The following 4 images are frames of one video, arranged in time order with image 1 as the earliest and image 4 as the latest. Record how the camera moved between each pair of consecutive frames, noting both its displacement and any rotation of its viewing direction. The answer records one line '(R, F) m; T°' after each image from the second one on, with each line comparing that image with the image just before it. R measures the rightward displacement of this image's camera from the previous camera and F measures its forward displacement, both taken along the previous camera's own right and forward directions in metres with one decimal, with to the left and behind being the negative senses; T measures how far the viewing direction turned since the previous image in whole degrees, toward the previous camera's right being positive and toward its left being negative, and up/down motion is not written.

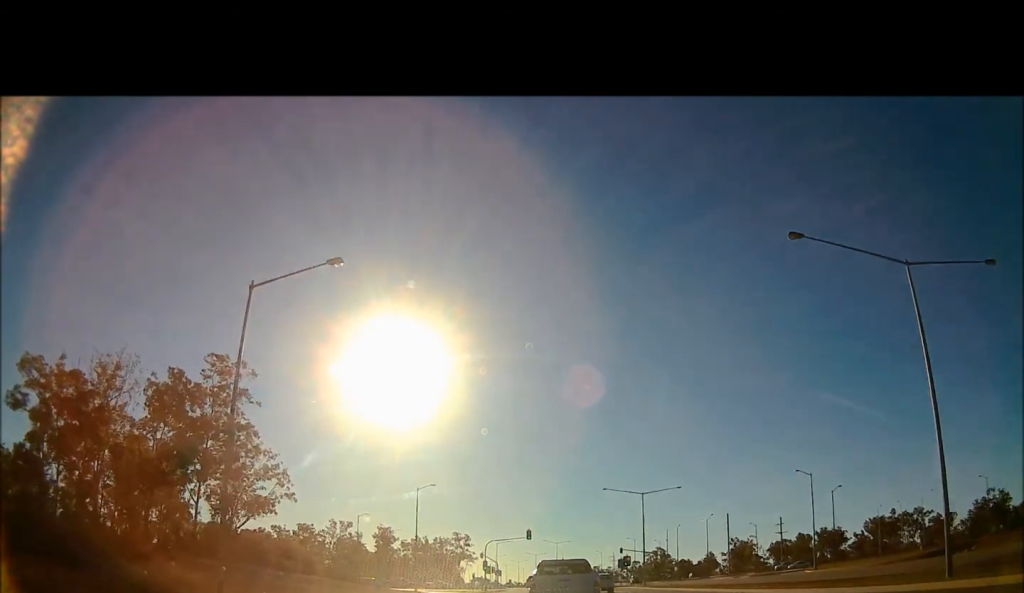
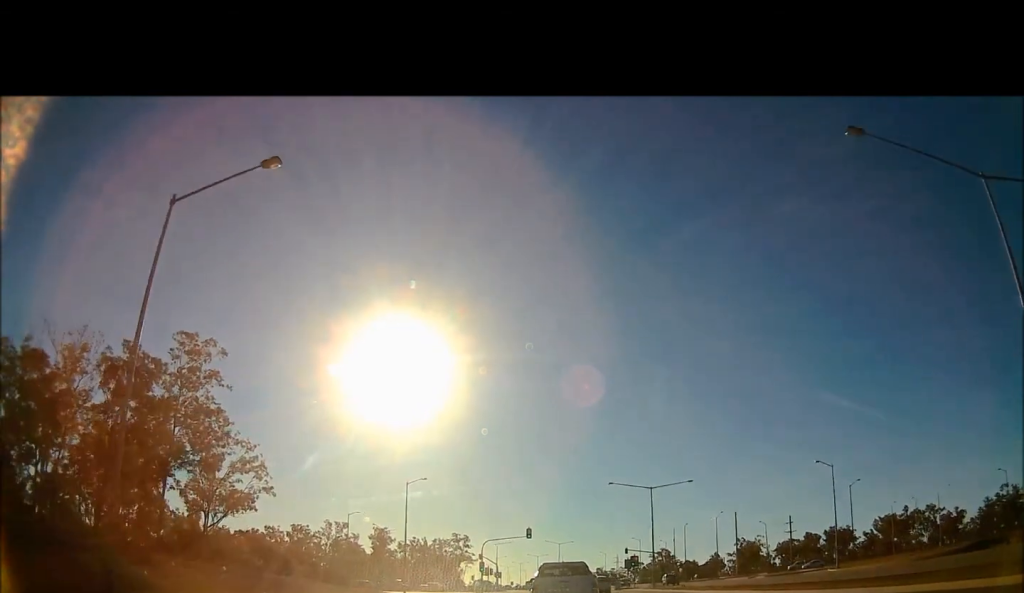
(-0.4, +6.5) m; +2°
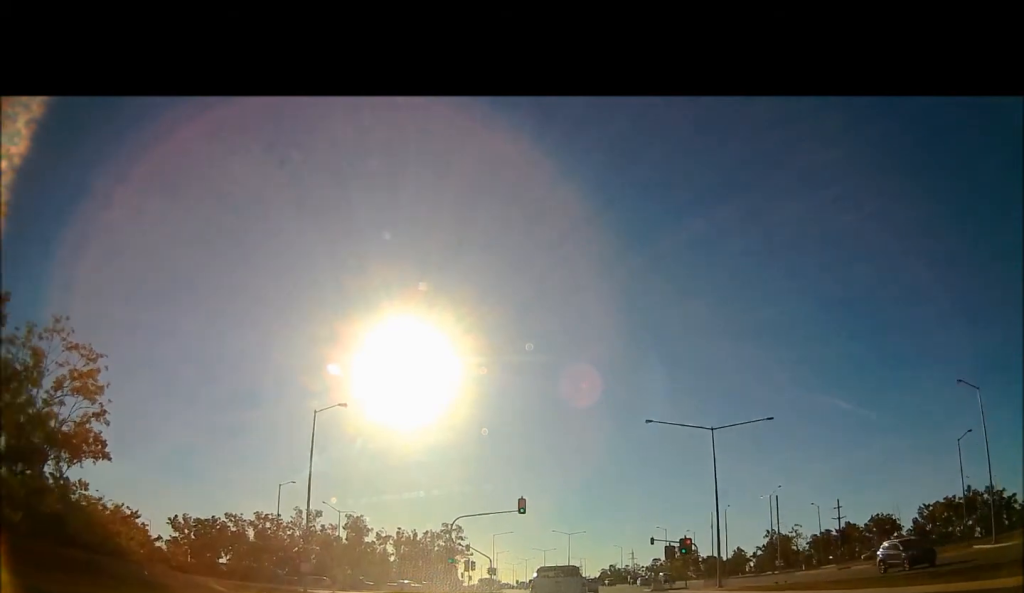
(+1.6, +25.9) m; +2°
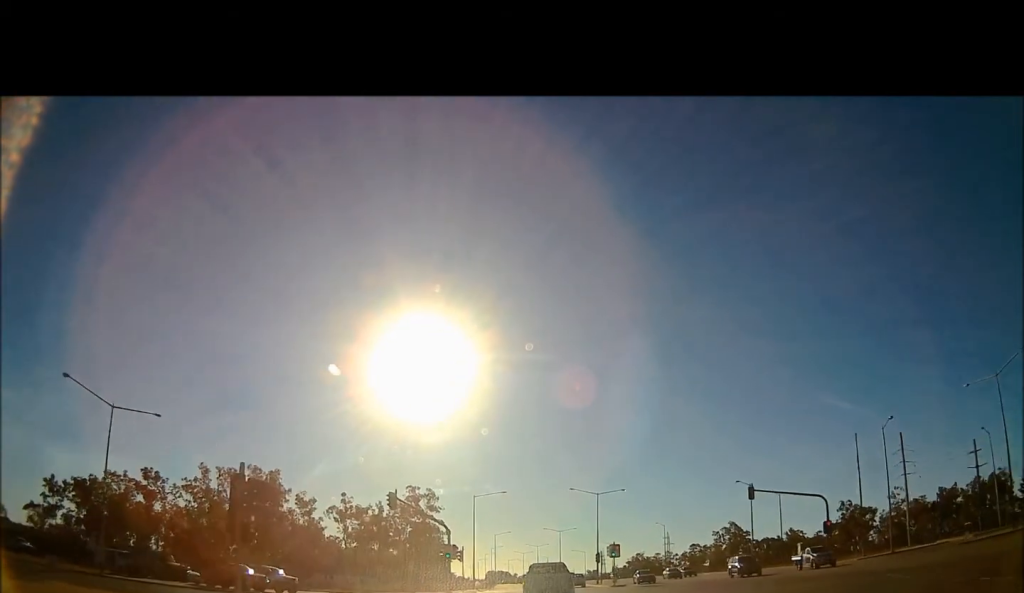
(-1.2, +45.4) m; -3°
